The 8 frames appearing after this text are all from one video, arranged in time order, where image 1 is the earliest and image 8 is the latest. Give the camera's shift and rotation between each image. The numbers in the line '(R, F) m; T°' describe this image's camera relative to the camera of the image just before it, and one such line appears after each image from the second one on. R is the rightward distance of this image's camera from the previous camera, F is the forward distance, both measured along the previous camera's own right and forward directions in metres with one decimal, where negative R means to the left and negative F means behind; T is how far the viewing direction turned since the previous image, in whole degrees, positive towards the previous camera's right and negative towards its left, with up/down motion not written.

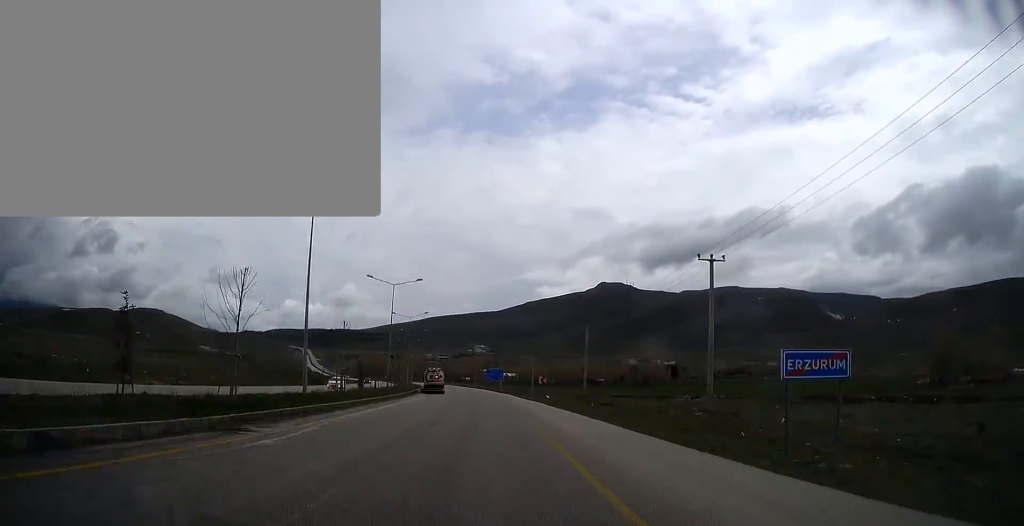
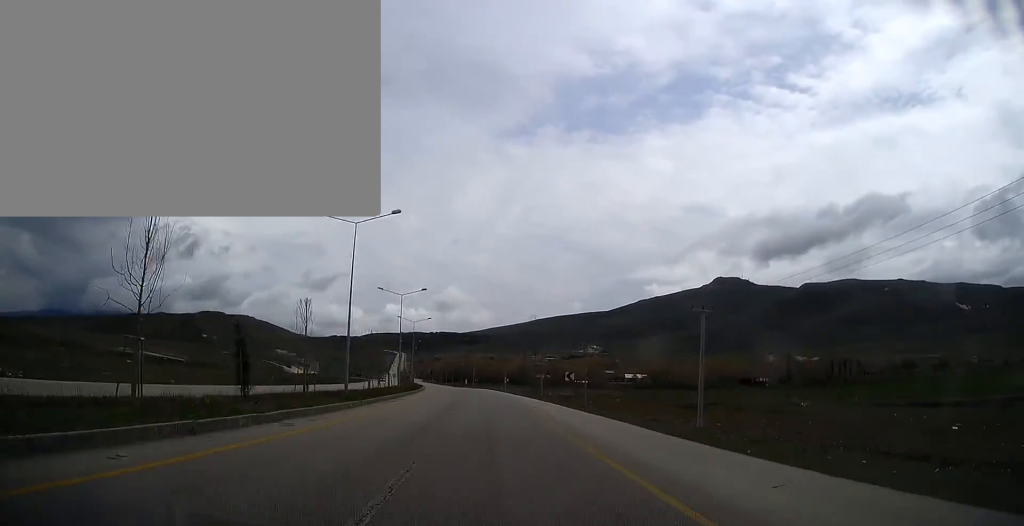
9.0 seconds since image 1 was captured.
(-14.9, +169.0) m; -11°
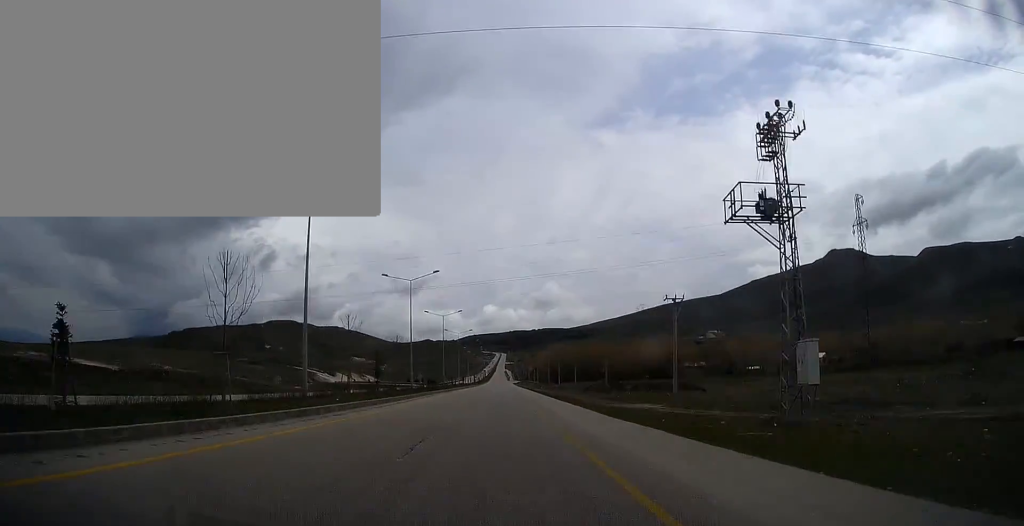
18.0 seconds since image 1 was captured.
(-15.1, +196.8) m; -6°
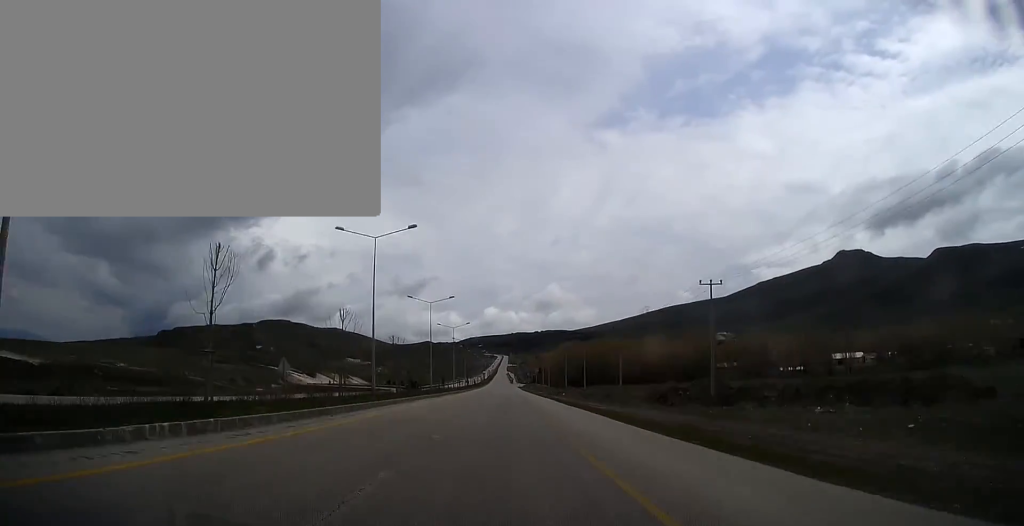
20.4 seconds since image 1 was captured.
(-0.8, +57.9) m; -1°
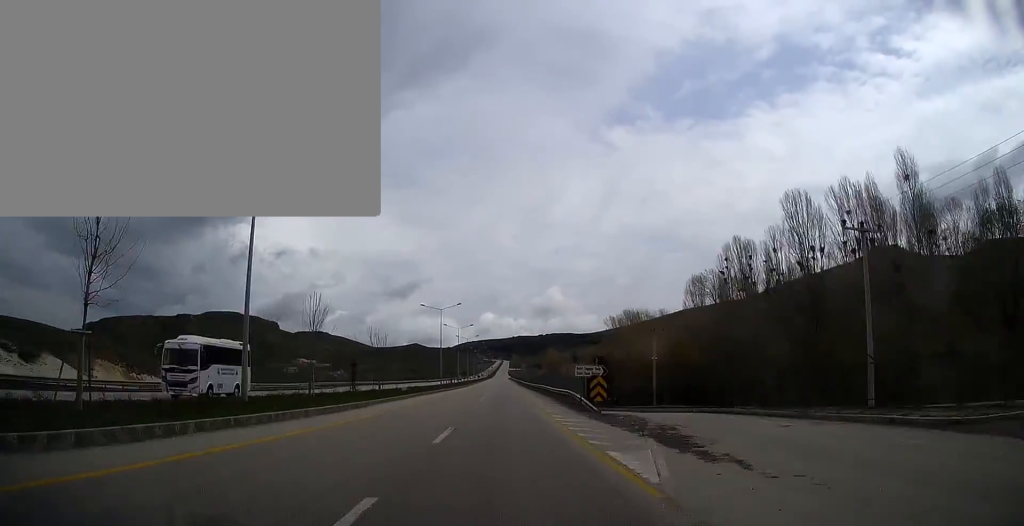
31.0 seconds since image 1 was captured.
(-1.4, +268.0) m; 0°
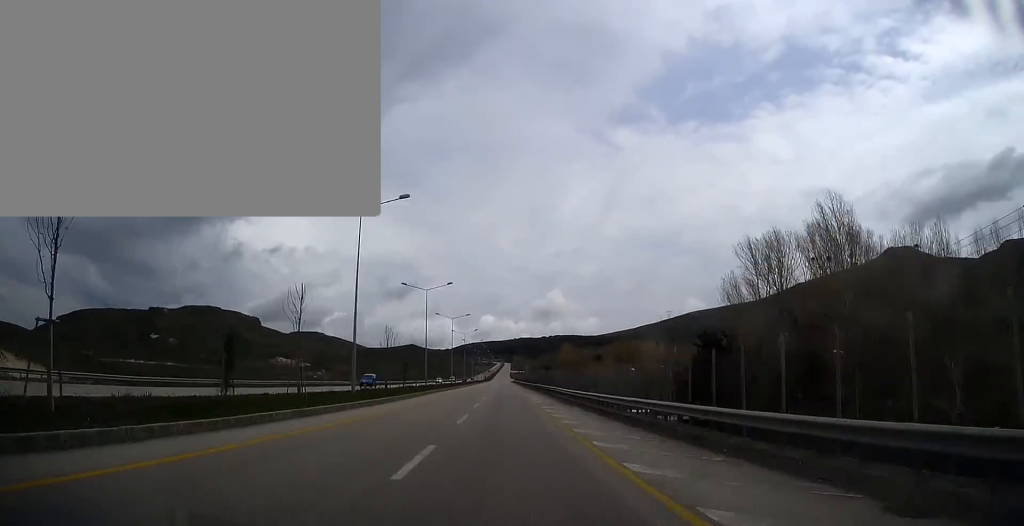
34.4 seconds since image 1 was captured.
(0.0, +89.9) m; 0°
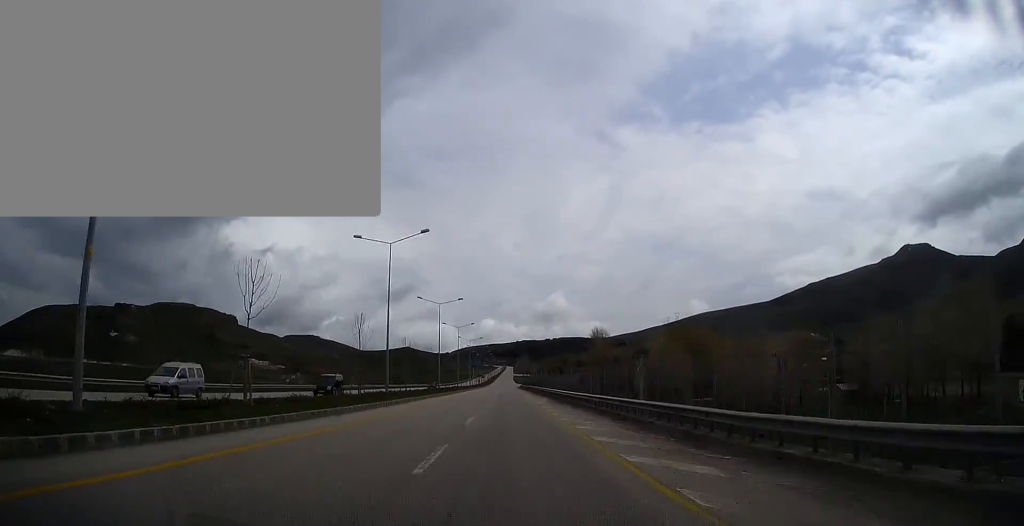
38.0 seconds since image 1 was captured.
(+0.2, +96.8) m; 0°
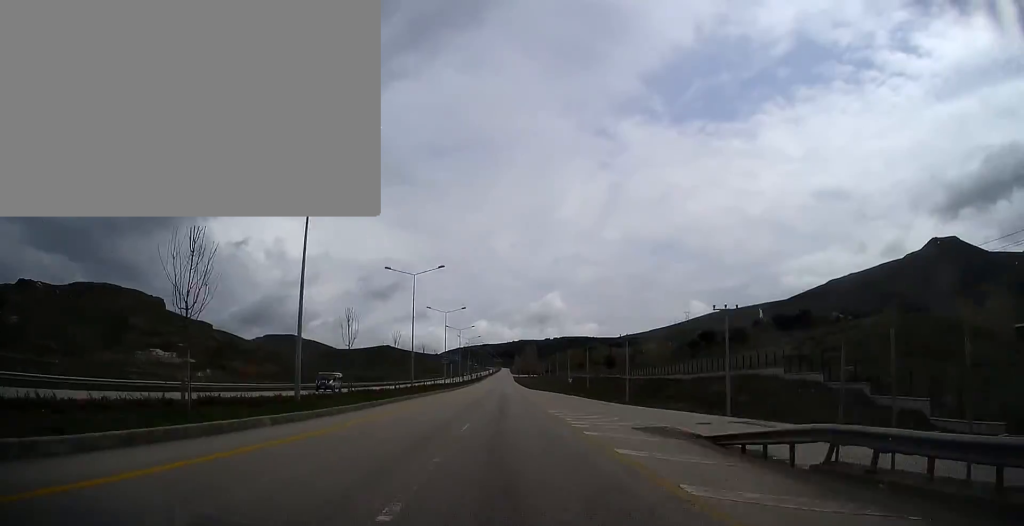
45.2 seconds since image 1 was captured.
(+0.4, +197.4) m; 0°
